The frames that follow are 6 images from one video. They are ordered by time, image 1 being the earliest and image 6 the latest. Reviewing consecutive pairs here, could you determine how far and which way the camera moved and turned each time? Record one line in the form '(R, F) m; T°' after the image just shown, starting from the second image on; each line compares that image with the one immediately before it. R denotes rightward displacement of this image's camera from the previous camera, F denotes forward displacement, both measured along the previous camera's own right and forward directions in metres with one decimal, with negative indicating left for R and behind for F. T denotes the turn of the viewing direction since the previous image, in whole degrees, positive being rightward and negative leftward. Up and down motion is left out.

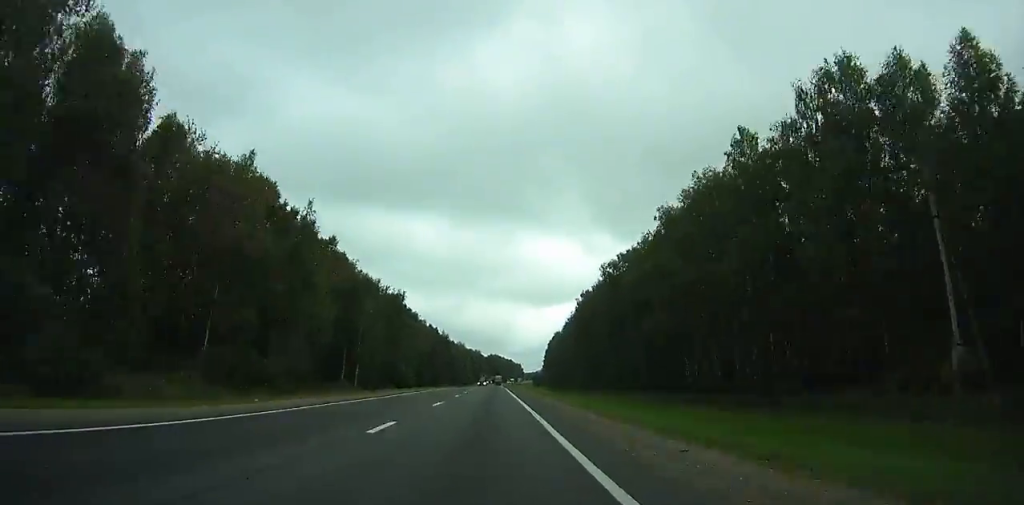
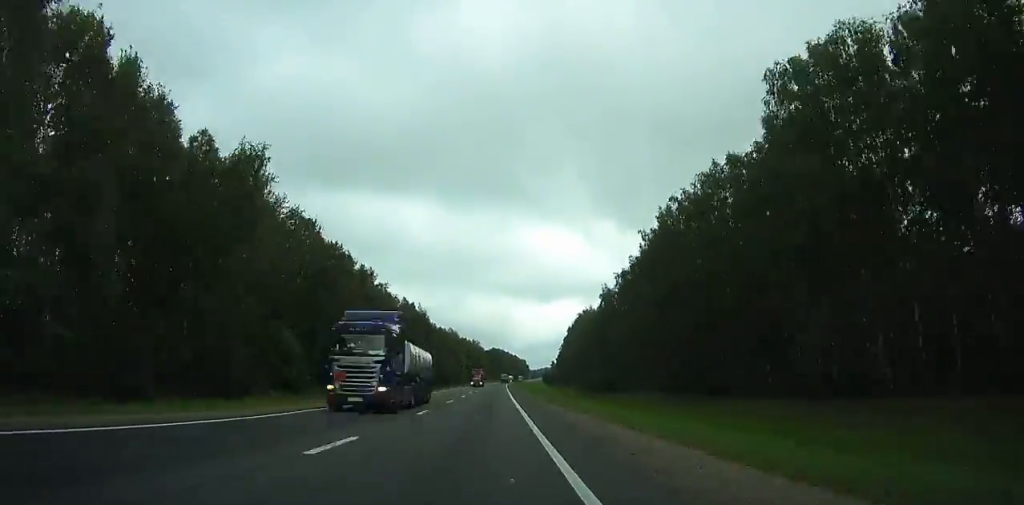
(+0.4, +74.7) m; 0°
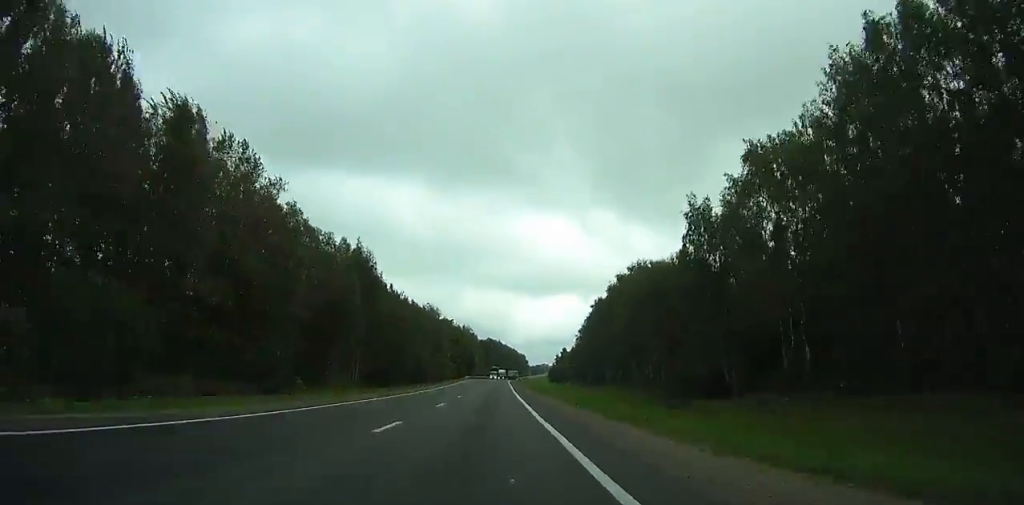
(+0.1, +67.3) m; 0°
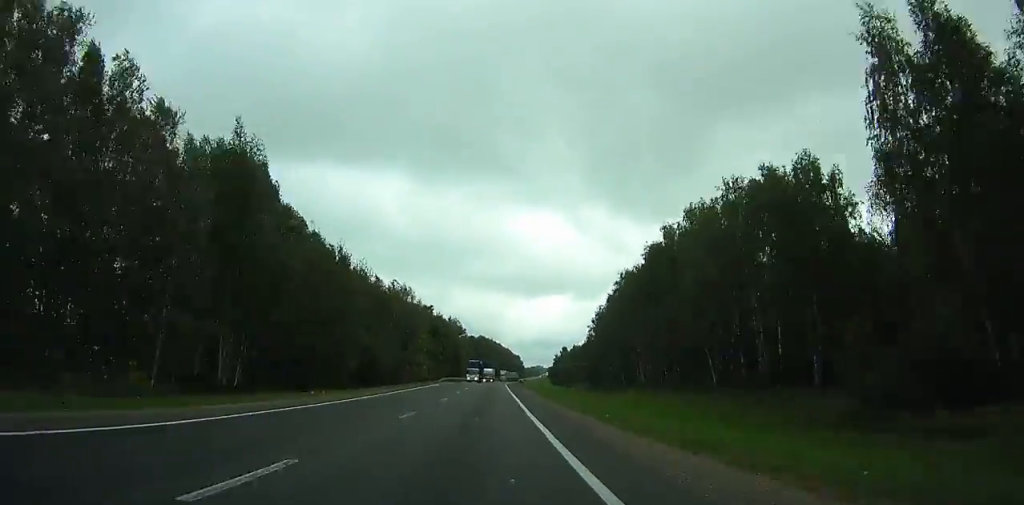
(+0.3, +42.1) m; +1°
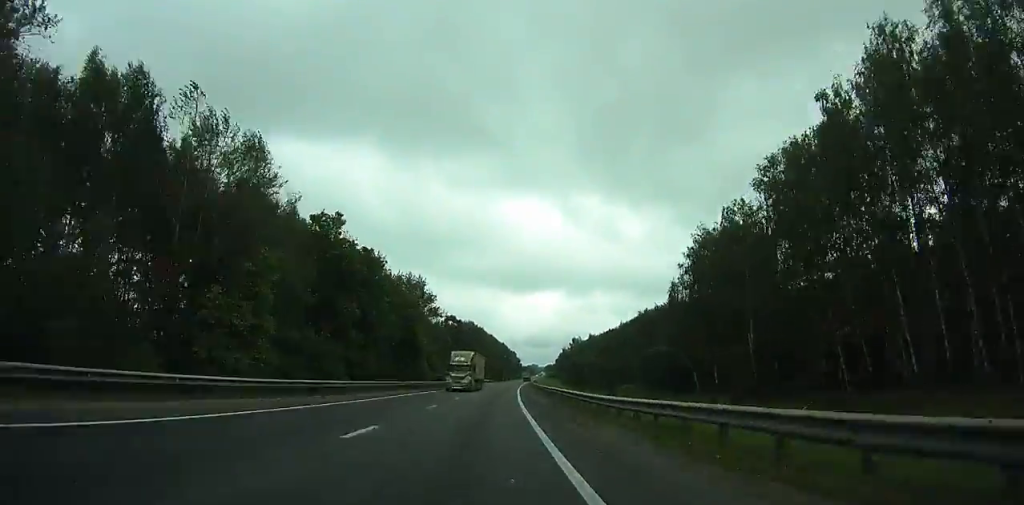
(+1.5, +91.1) m; +2°
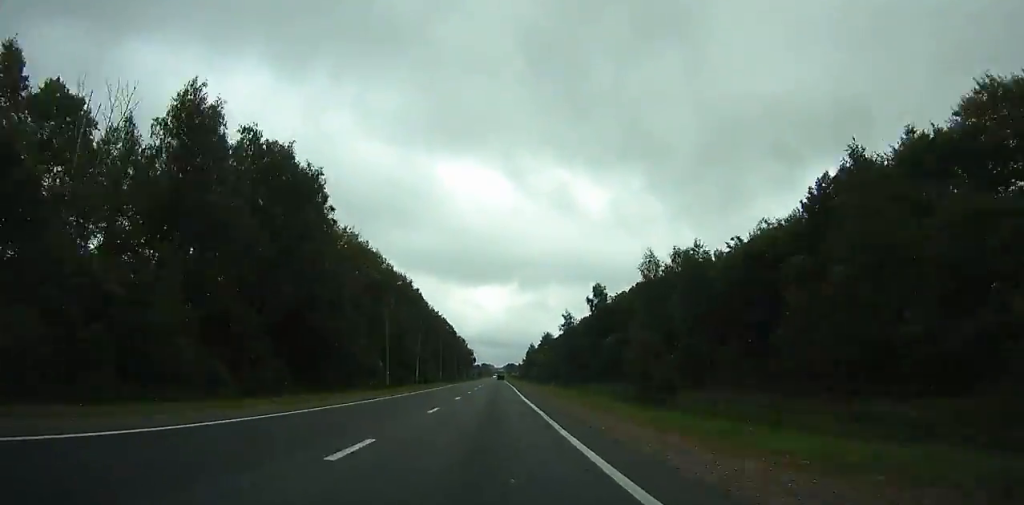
(+5.7, +196.0) m; +3°
